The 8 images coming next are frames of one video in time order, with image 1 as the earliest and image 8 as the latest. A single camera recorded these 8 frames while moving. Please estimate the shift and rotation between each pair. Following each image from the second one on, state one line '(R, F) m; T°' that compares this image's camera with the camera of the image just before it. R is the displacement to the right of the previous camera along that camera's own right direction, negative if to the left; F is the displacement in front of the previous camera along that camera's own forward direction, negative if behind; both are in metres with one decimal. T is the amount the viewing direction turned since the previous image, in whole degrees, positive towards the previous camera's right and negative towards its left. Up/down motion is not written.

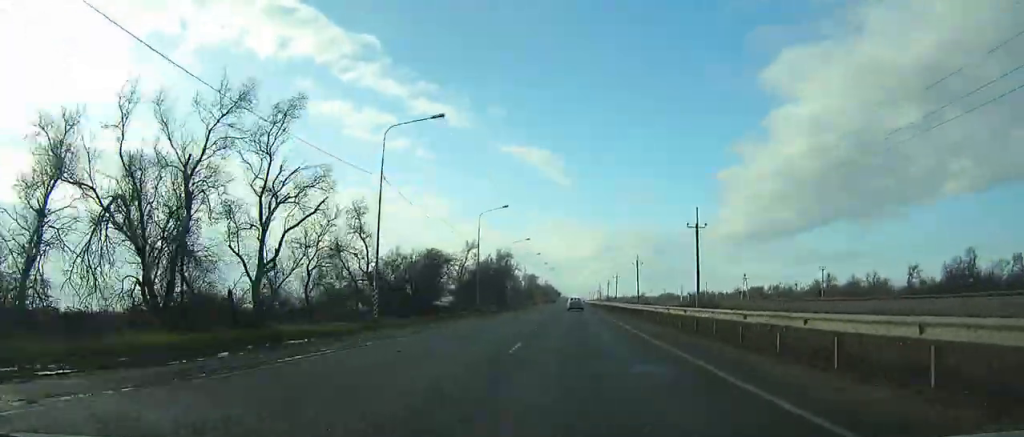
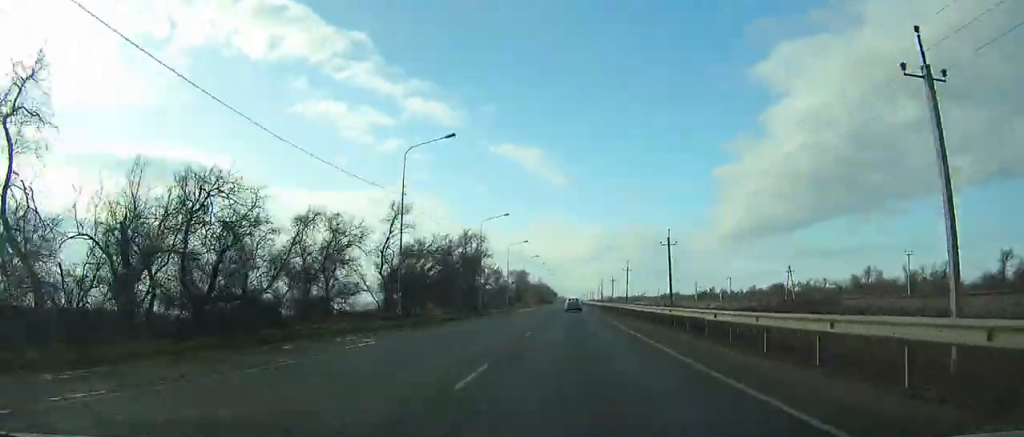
(-0.6, +29.5) m; 0°
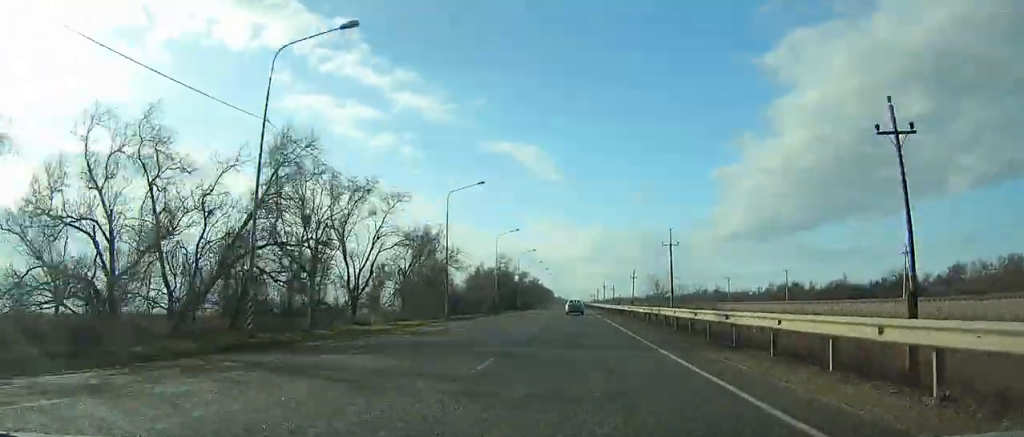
(+5.8, +117.3) m; +5°
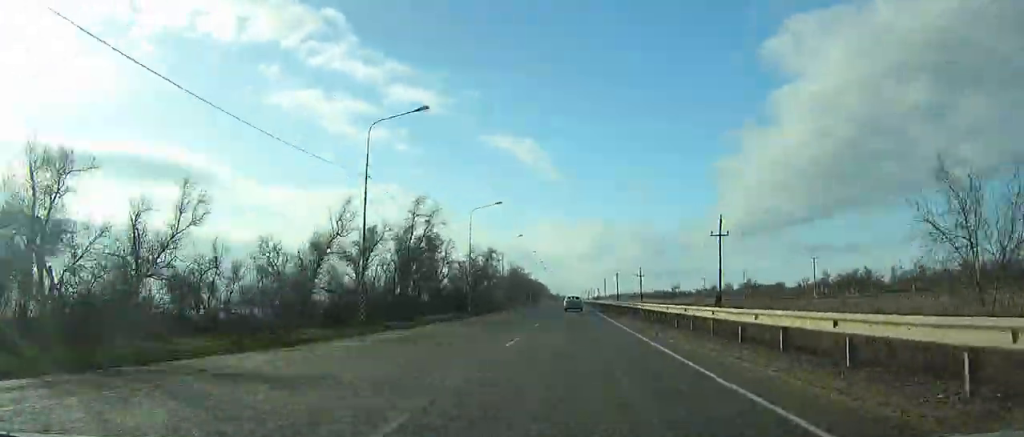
(-1.2, +53.9) m; -1°
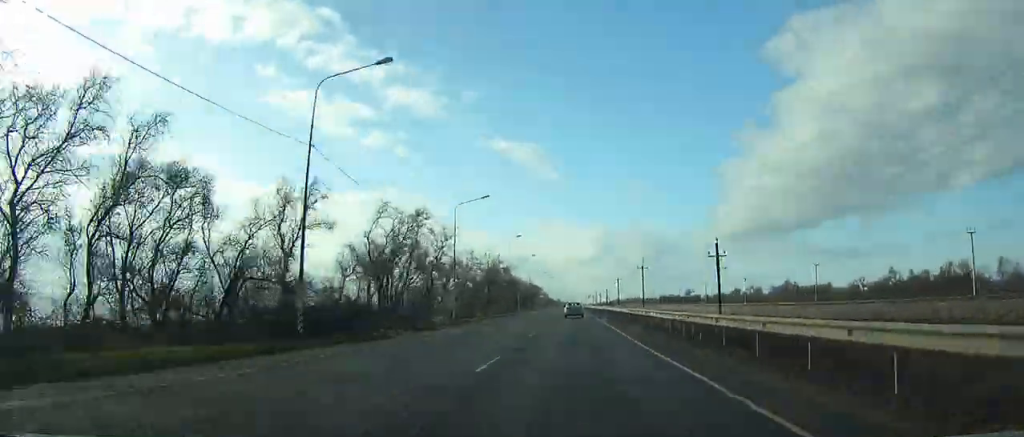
(-0.8, +41.6) m; -1°
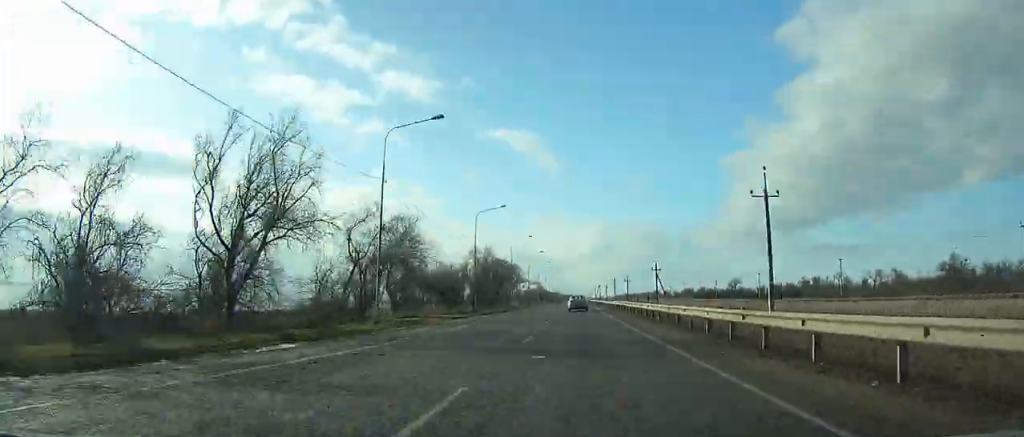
(-0.2, +89.5) m; 0°
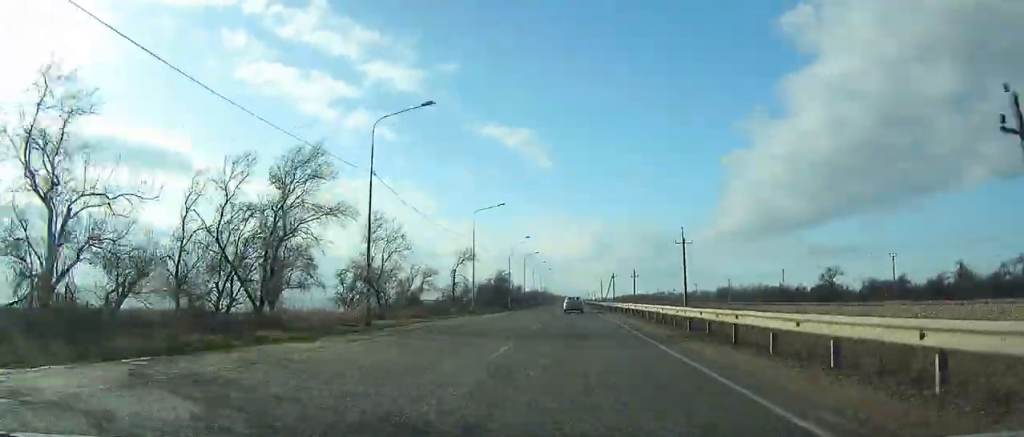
(-0.1, +102.6) m; 0°
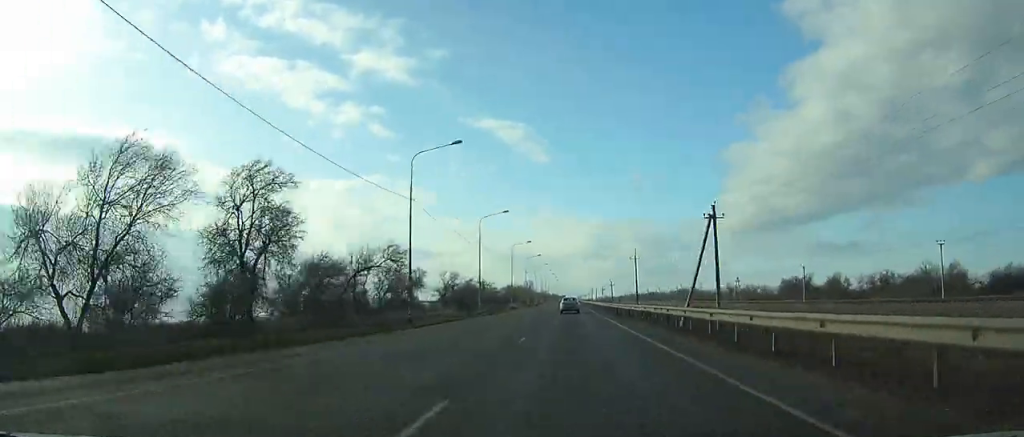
(0.0, +94.3) m; 0°
